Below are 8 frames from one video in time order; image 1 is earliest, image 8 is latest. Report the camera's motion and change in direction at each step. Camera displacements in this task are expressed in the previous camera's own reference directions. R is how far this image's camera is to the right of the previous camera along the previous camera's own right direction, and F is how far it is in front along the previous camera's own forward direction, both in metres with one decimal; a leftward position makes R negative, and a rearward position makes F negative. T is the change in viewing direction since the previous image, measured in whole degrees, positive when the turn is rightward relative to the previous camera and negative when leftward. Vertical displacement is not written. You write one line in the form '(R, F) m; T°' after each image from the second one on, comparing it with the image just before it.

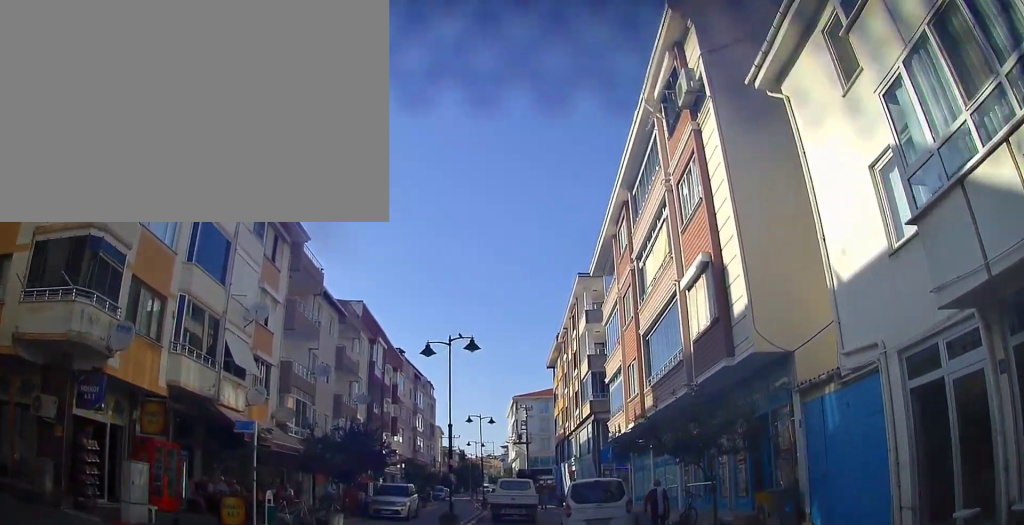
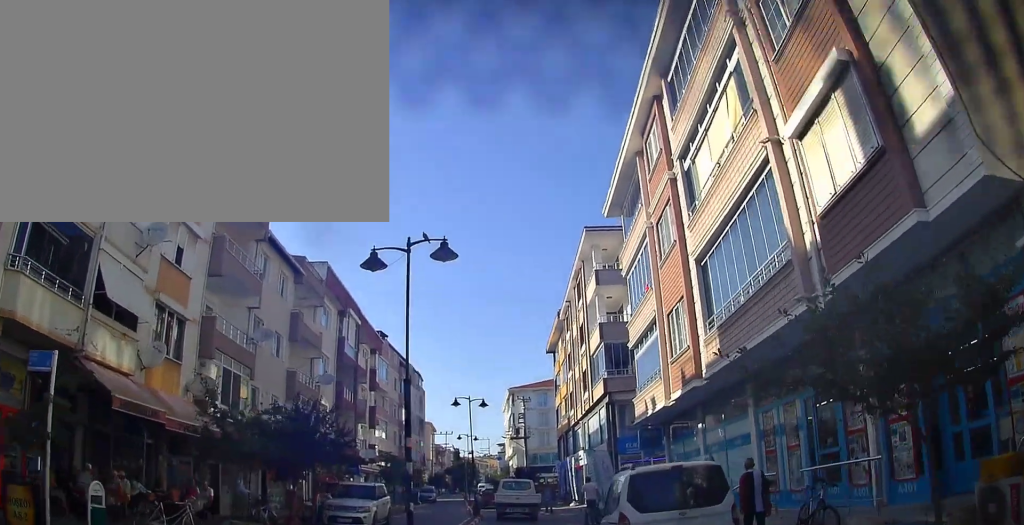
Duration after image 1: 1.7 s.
(+0.4, +6.9) m; +1°
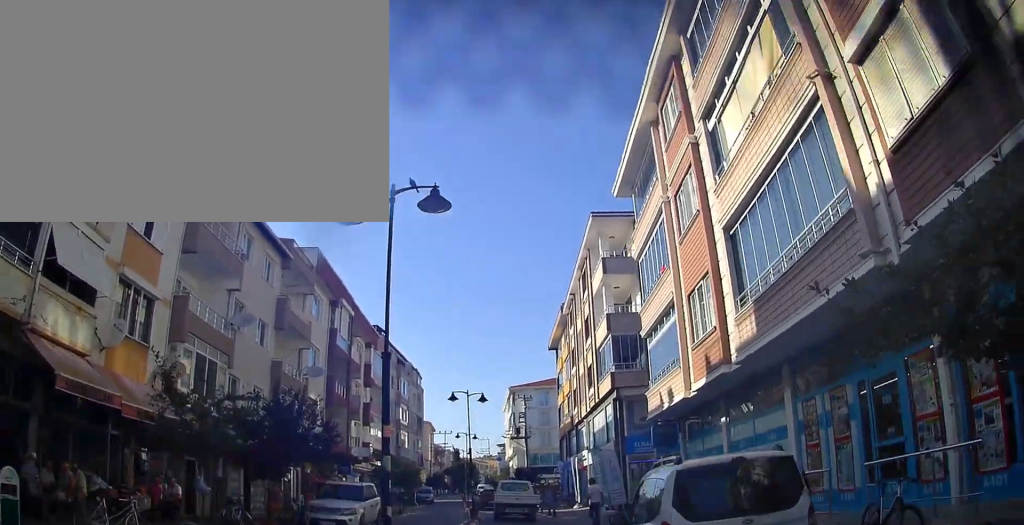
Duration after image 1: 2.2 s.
(-0.1, +2.0) m; 0°
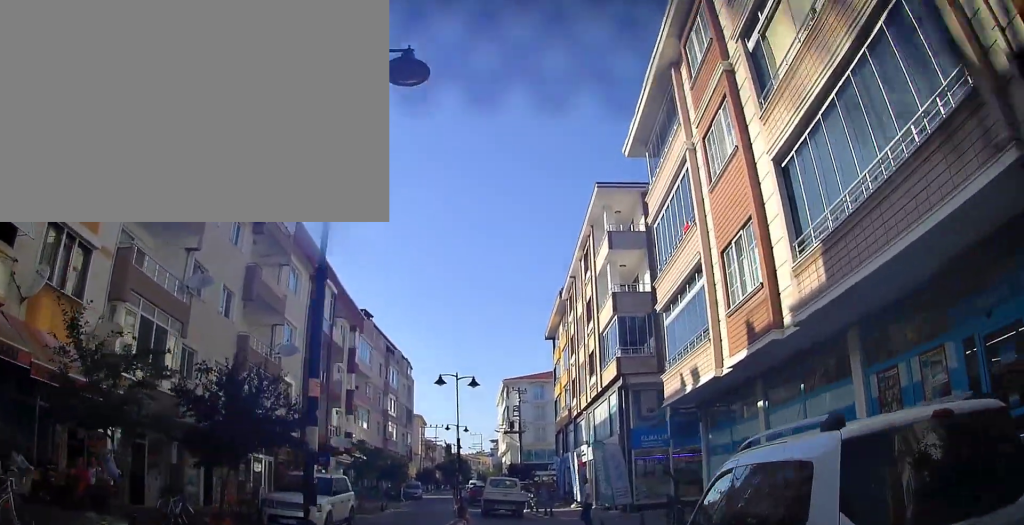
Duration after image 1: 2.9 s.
(0.0, +3.0) m; -1°
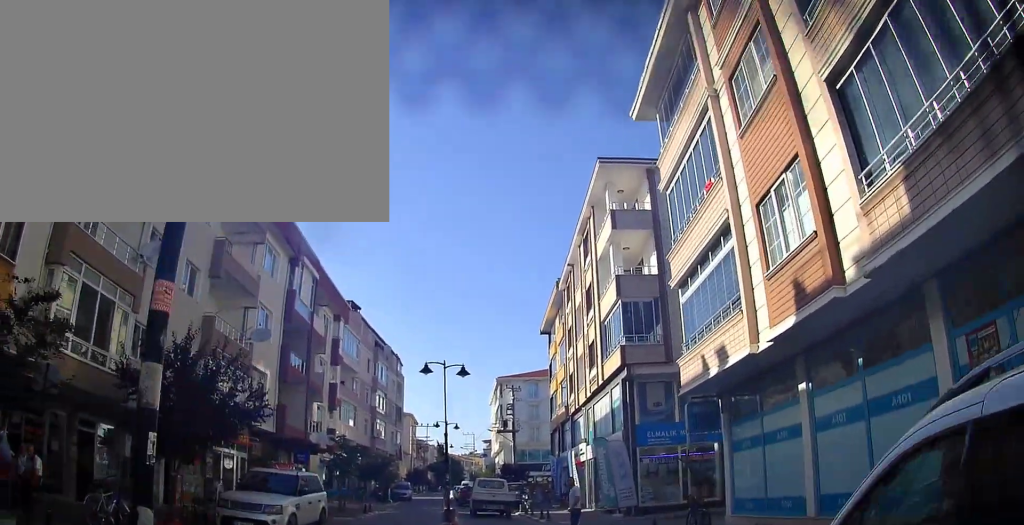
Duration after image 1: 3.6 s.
(+0.1, +2.6) m; 0°
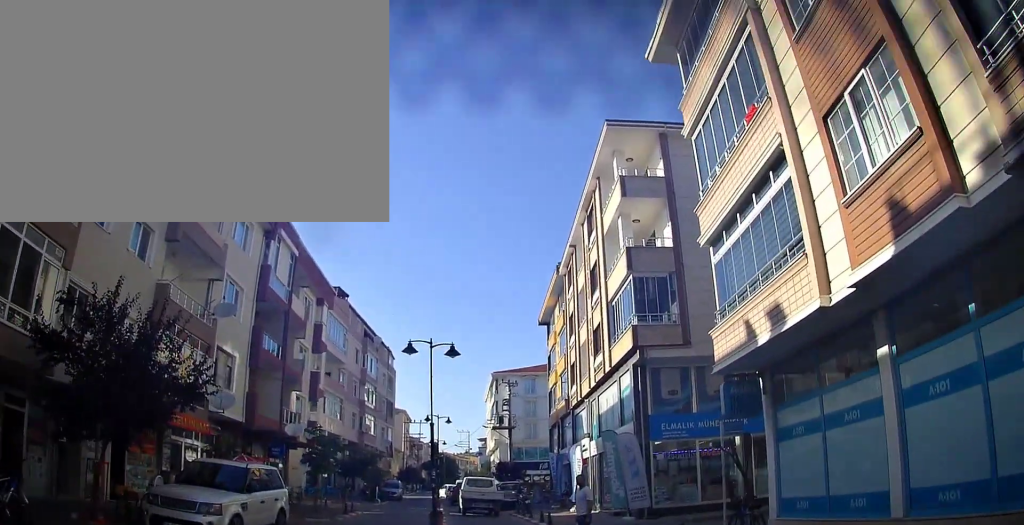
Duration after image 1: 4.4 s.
(-0.1, +2.9) m; 0°
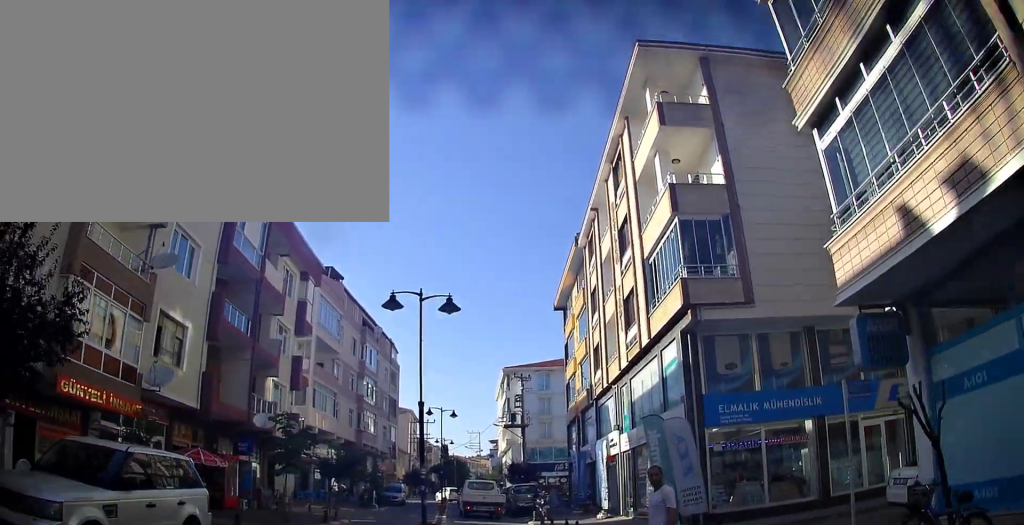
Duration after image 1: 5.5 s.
(+0.1, +4.5) m; +3°
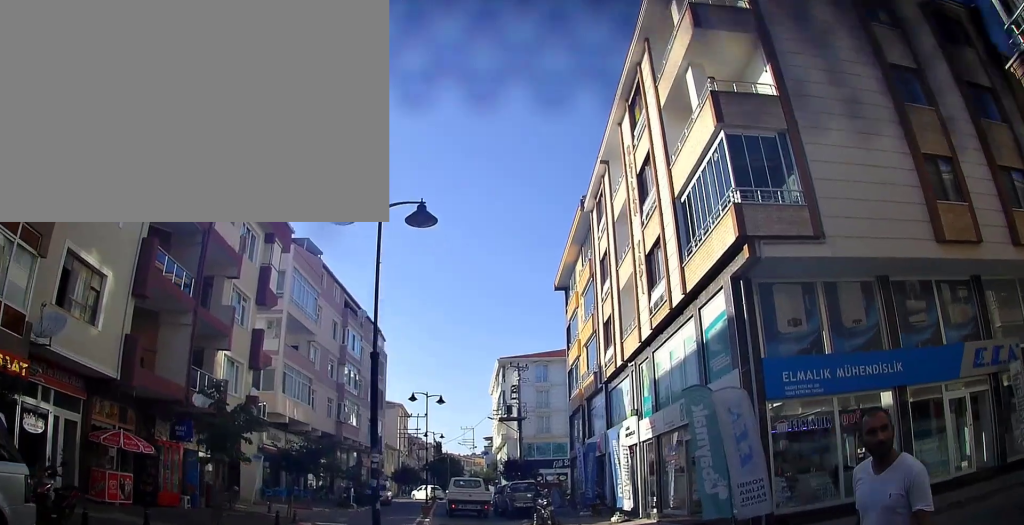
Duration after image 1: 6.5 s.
(+0.1, +4.1) m; -2°
